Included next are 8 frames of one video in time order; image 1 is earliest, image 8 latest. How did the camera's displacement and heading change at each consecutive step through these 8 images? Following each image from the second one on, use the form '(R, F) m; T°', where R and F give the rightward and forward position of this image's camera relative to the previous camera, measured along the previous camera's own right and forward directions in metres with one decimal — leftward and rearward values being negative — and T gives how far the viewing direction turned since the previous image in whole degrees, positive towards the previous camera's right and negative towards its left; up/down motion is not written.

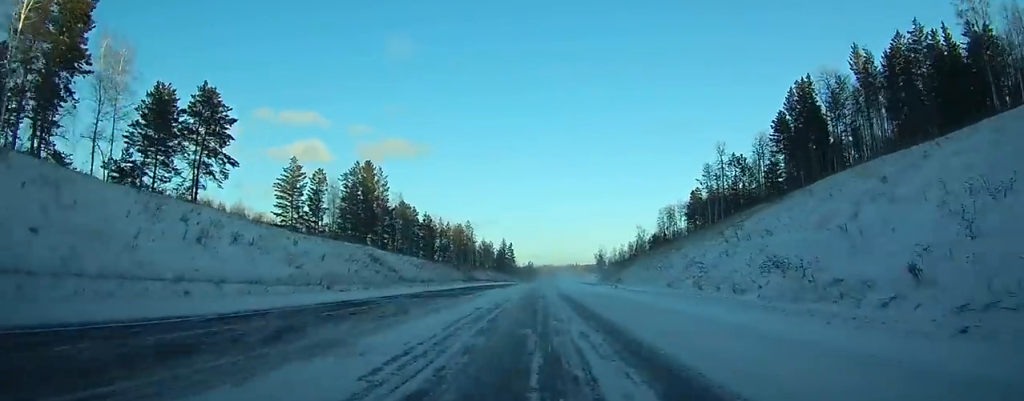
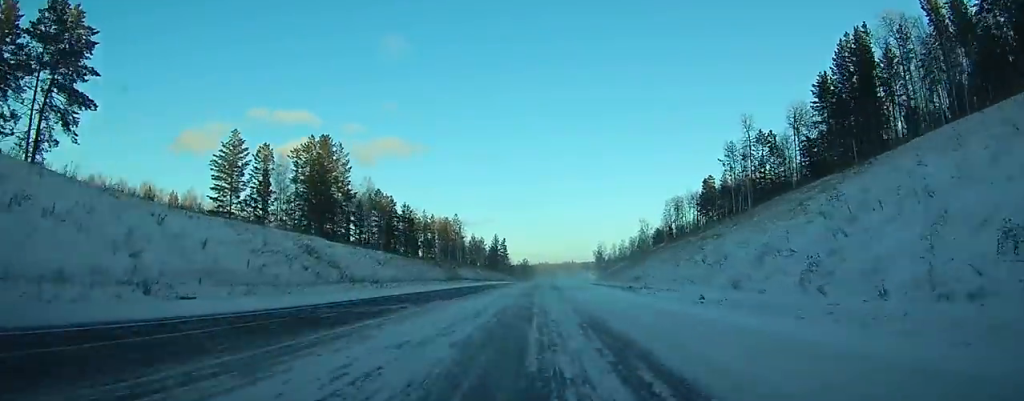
(+0.2, +25.4) m; 0°
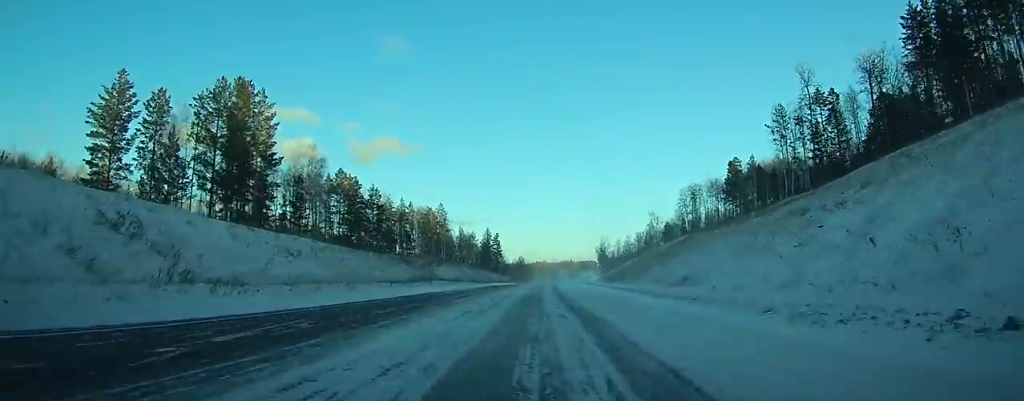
(+0.2, +33.3) m; 0°
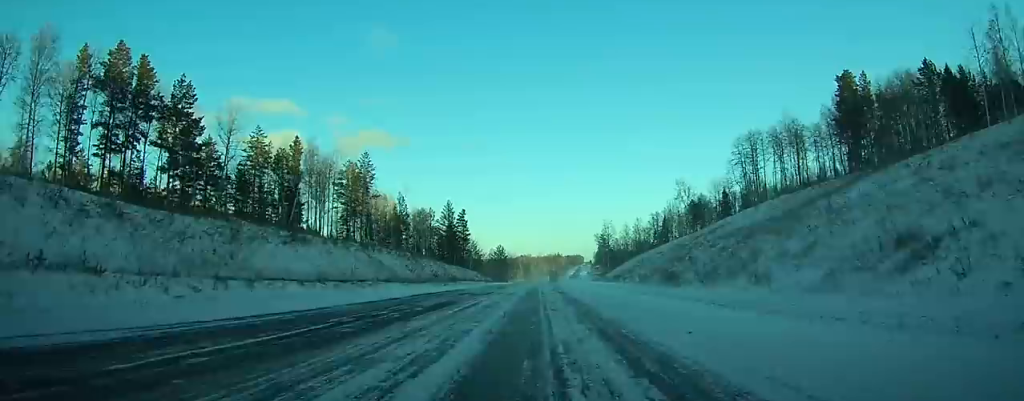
(+0.5, +80.7) m; +1°
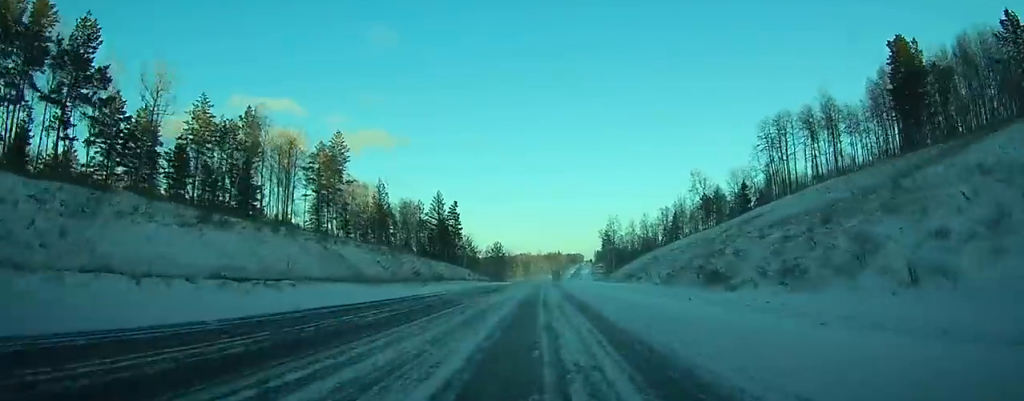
(+0.1, +18.9) m; 0°
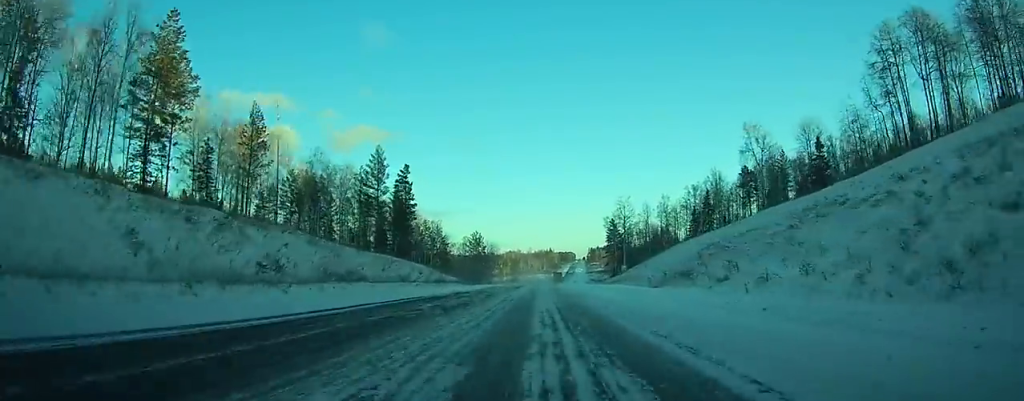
(+0.6, +55.4) m; +1°
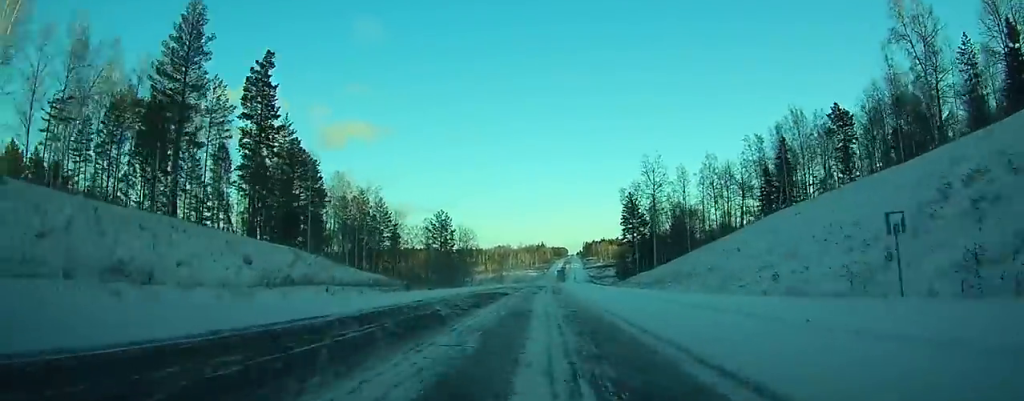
(+0.5, +61.8) m; +1°
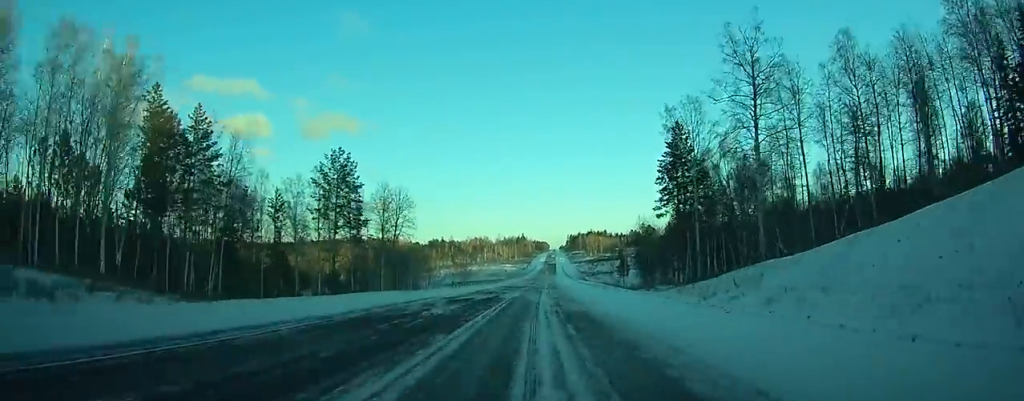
(+1.0, +71.9) m; +2°
